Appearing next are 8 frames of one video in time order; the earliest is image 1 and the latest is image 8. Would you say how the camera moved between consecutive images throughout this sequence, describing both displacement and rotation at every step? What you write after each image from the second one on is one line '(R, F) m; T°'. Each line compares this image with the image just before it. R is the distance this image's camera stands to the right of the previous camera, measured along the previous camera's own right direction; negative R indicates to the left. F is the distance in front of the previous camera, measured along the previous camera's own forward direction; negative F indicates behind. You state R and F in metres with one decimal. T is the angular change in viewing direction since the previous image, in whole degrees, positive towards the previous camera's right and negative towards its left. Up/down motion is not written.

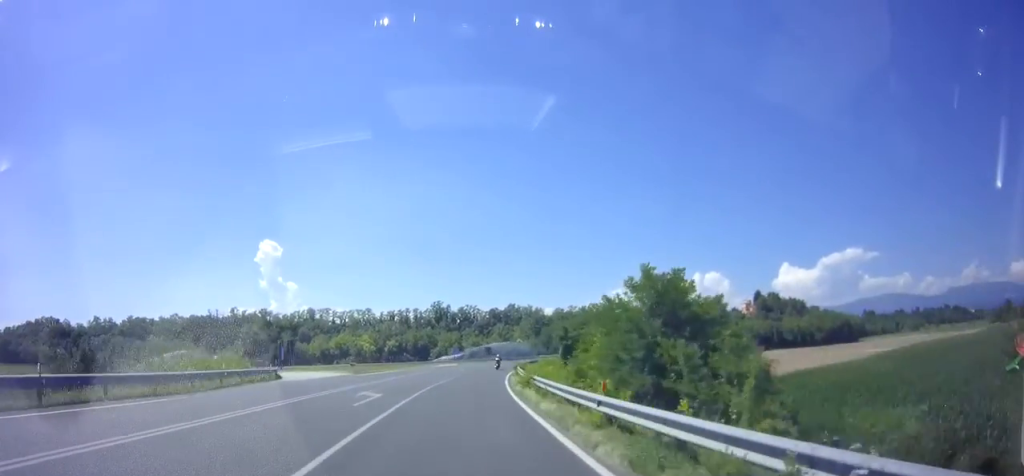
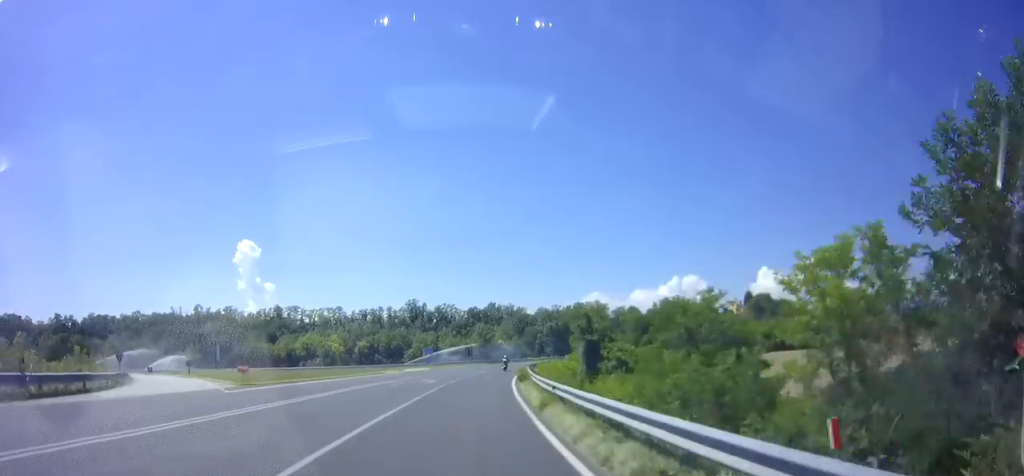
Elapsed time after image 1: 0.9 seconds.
(+0.4, +19.5) m; +3°
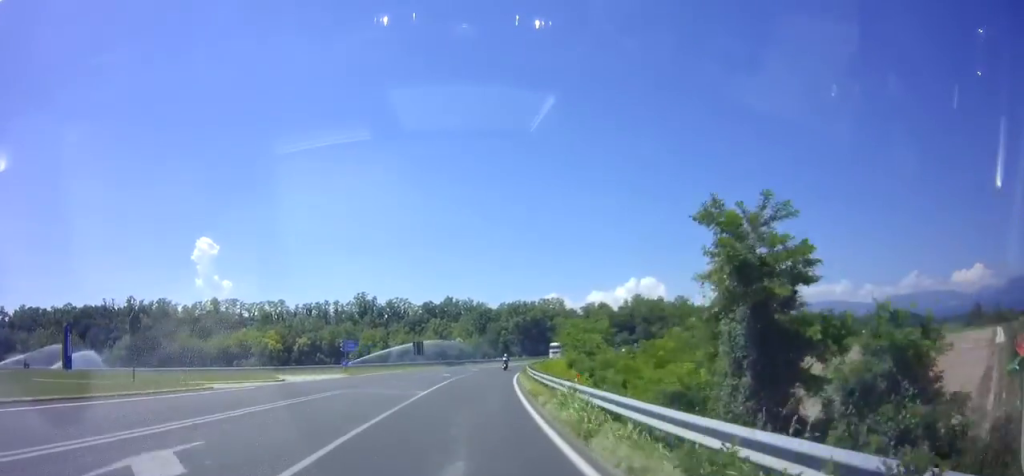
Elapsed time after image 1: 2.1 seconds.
(+0.9, +25.9) m; +5°
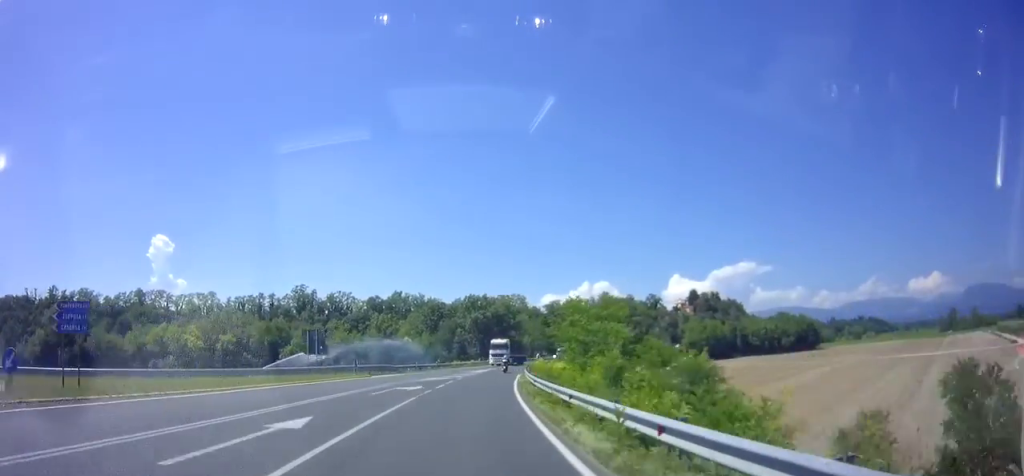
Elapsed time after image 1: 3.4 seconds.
(+1.4, +27.0) m; +6°
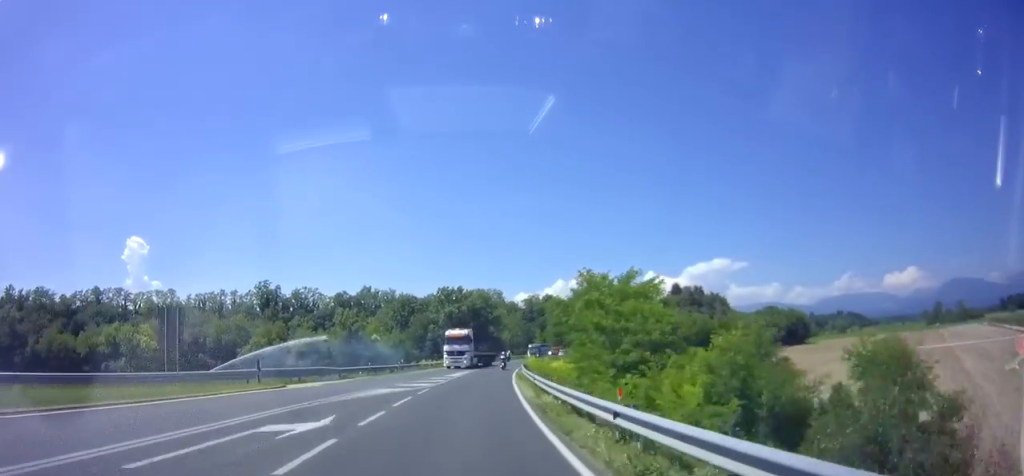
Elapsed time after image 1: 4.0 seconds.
(+0.4, +13.4) m; +2°
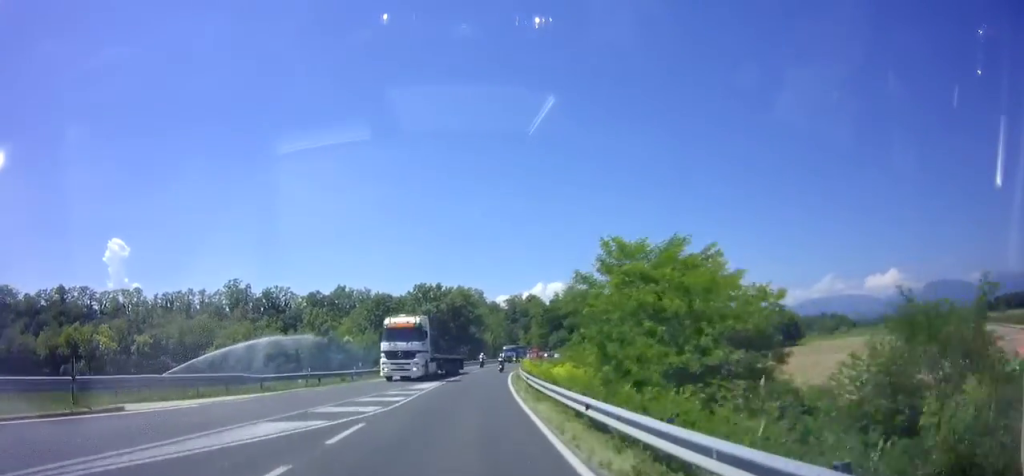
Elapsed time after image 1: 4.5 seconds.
(+0.1, +11.2) m; +2°
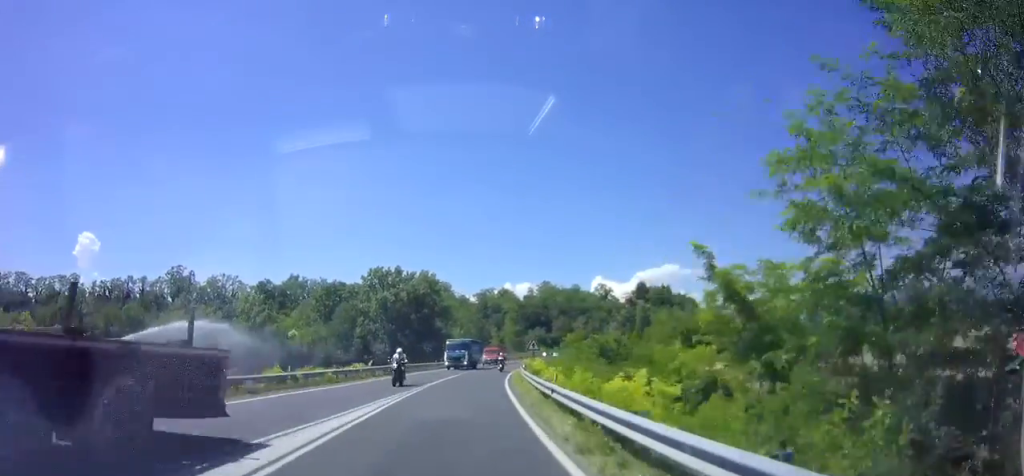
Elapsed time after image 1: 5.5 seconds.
(+0.6, +20.2) m; +4°
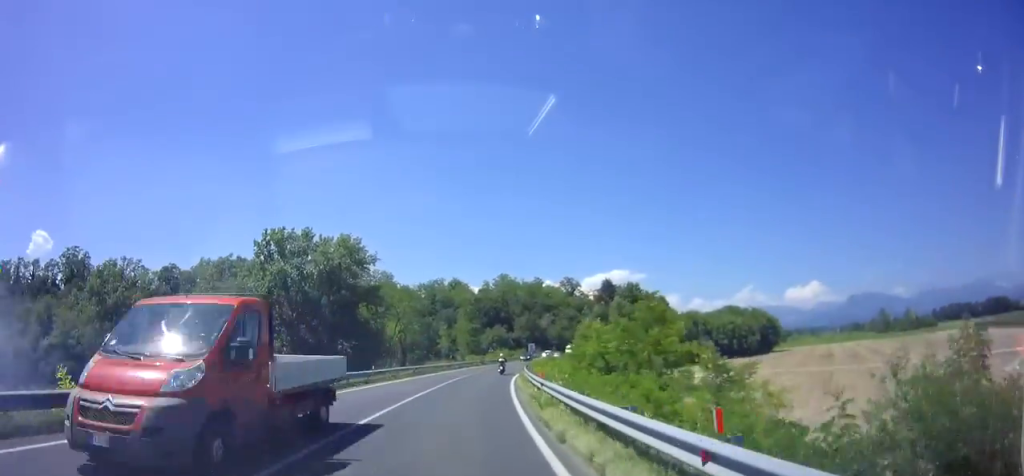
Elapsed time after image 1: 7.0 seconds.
(+1.5, +32.0) m; +5°
